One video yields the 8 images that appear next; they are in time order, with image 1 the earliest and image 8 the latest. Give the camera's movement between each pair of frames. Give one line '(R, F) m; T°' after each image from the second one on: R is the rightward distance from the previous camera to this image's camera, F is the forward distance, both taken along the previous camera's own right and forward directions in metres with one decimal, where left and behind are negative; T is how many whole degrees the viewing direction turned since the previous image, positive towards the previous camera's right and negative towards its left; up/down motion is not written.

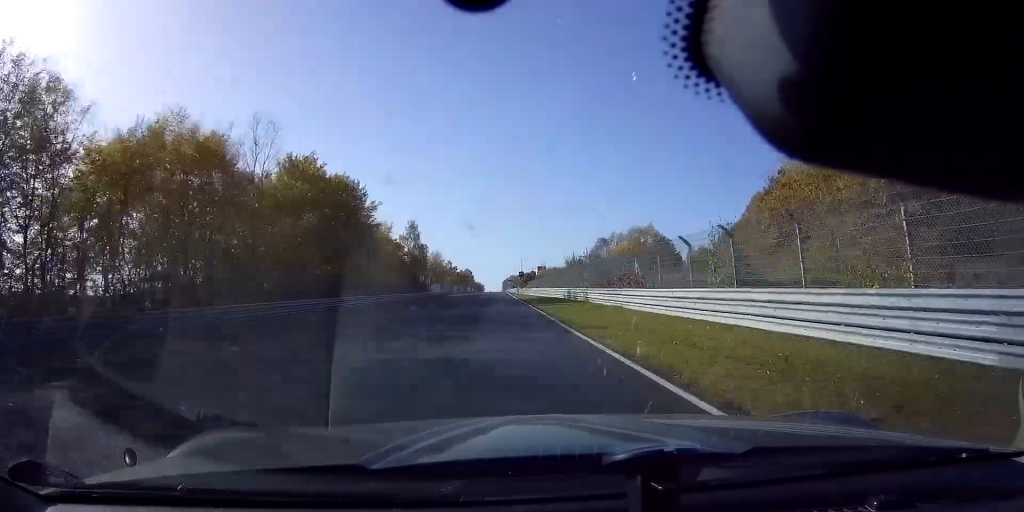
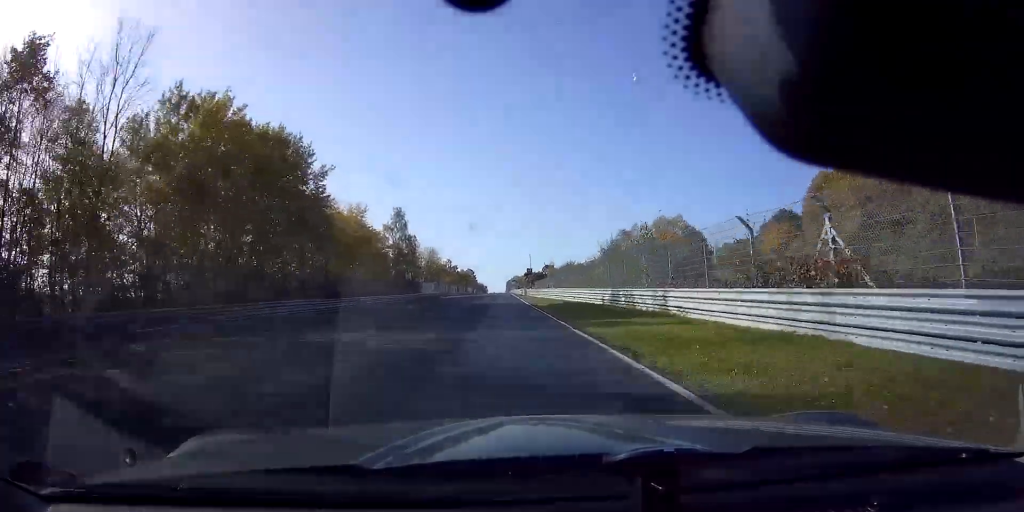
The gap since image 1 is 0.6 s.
(0.0, +16.7) m; 0°
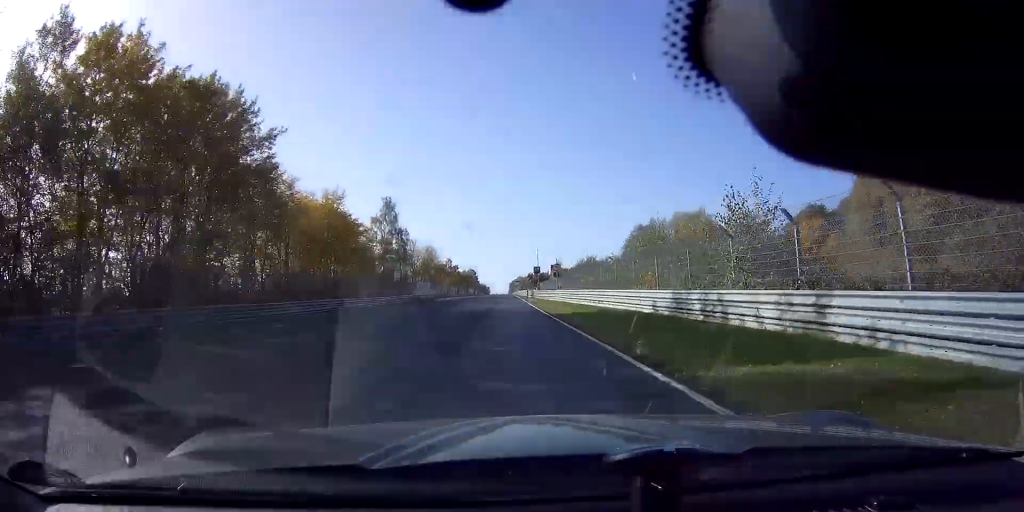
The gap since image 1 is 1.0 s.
(0.0, +10.1) m; 0°
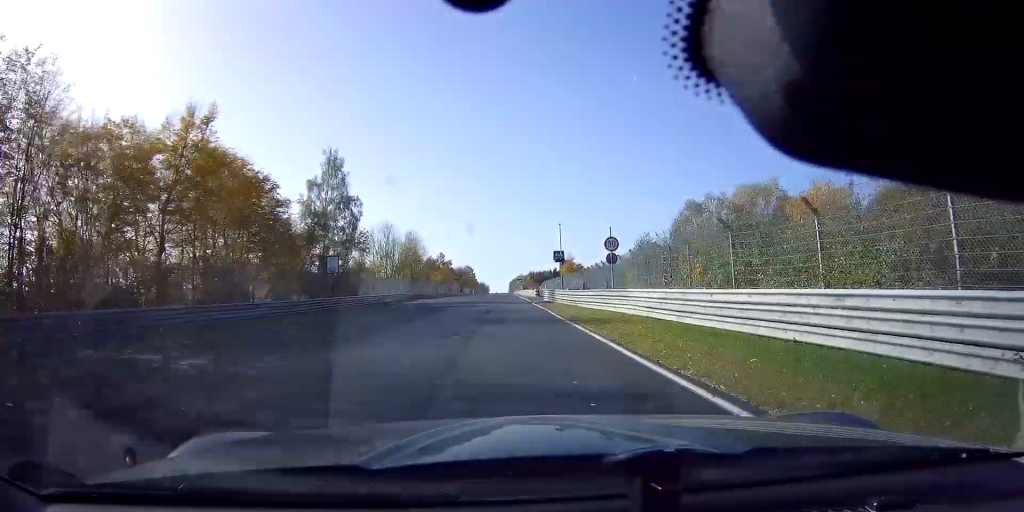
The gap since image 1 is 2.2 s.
(+0.1, +25.0) m; 0°
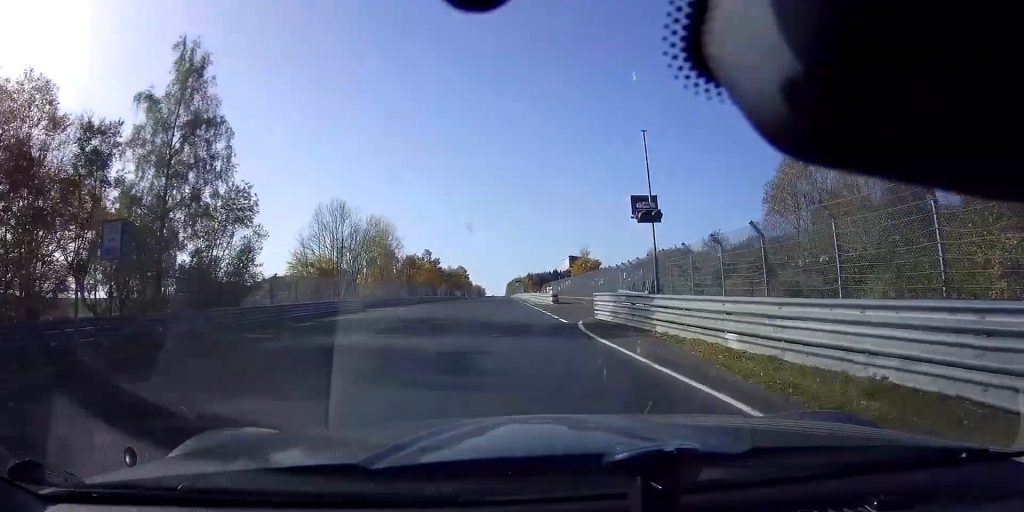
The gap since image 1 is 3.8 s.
(+0.1, +24.0) m; +3°
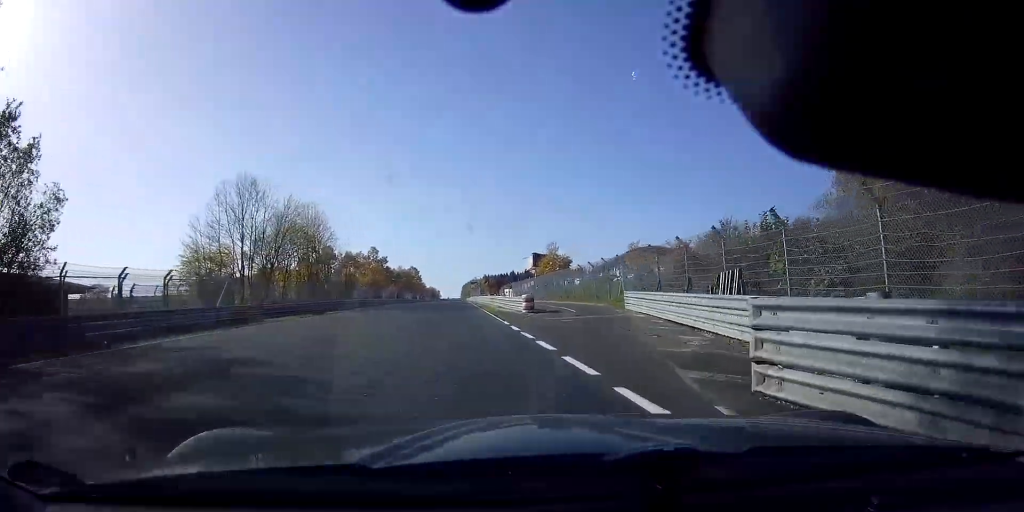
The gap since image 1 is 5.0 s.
(+0.5, +14.3) m; +7°
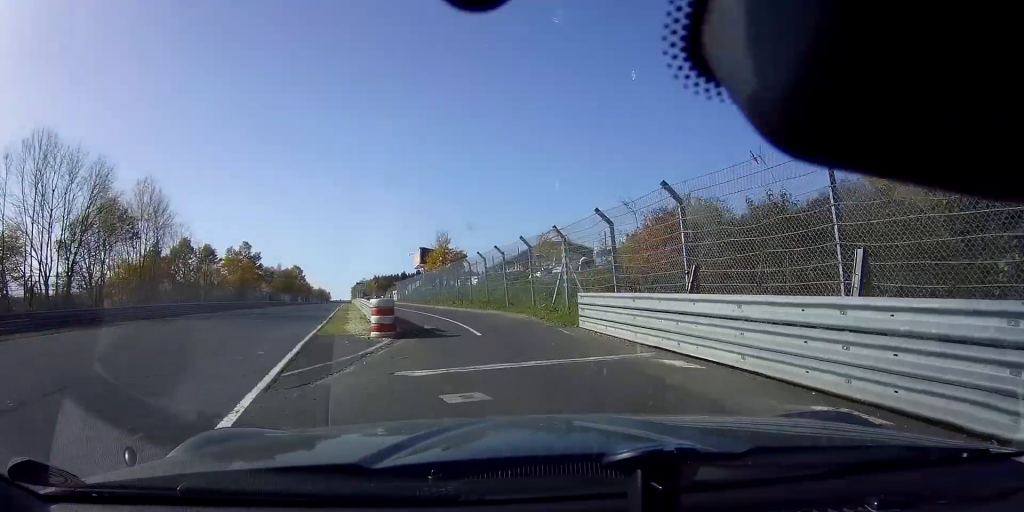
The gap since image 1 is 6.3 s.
(+1.2, +14.4) m; +5°
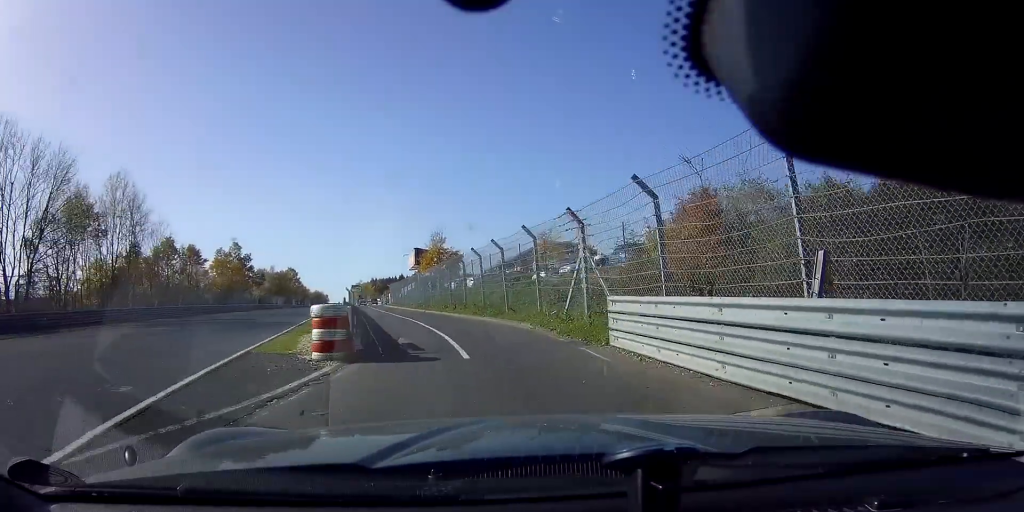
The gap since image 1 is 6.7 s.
(-0.1, +4.3) m; -2°
